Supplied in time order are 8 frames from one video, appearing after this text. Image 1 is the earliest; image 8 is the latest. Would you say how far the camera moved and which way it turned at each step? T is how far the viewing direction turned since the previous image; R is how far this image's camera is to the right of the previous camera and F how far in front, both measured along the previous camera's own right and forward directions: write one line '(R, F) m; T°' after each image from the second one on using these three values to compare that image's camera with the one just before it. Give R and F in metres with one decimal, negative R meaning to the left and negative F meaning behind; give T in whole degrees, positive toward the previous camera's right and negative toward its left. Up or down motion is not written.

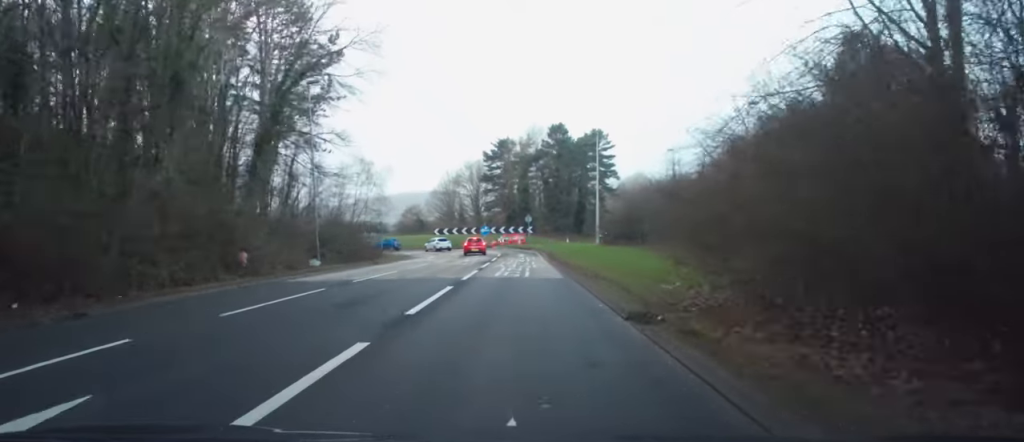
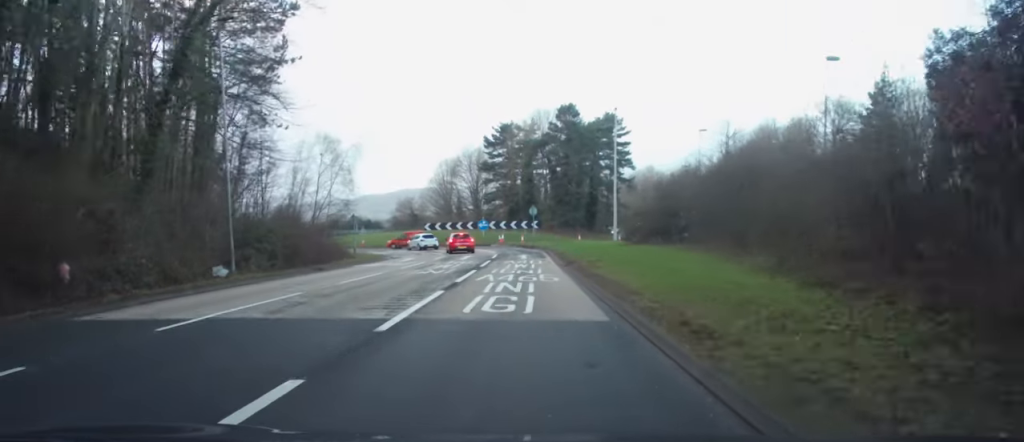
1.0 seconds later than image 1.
(-0.4, +11.0) m; -1°
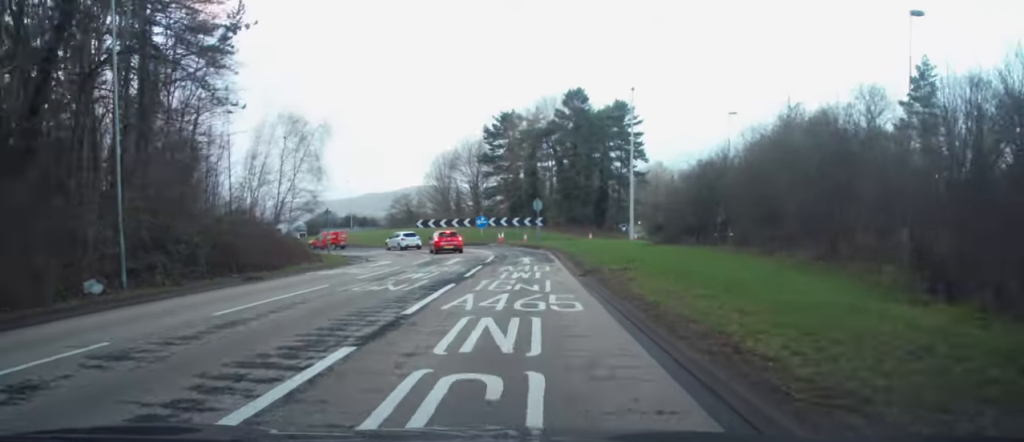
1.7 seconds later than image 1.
(+0.2, +7.5) m; +1°
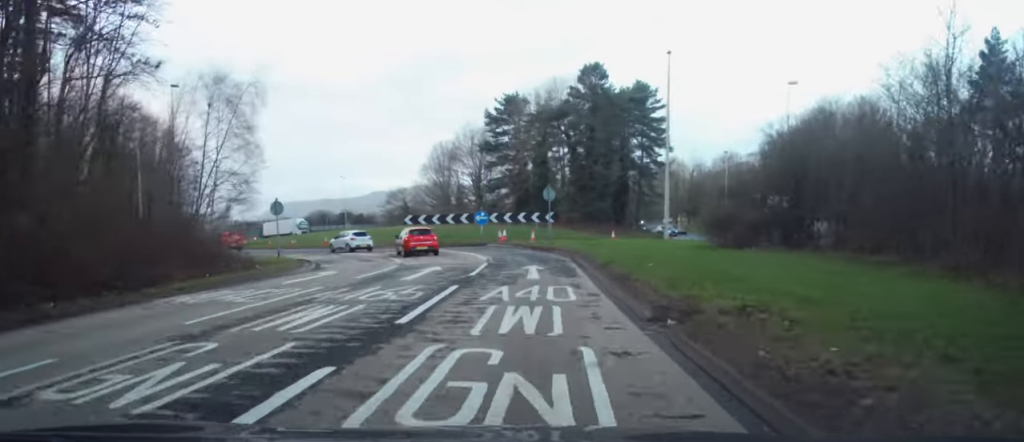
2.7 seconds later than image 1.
(0.0, +10.4) m; 0°
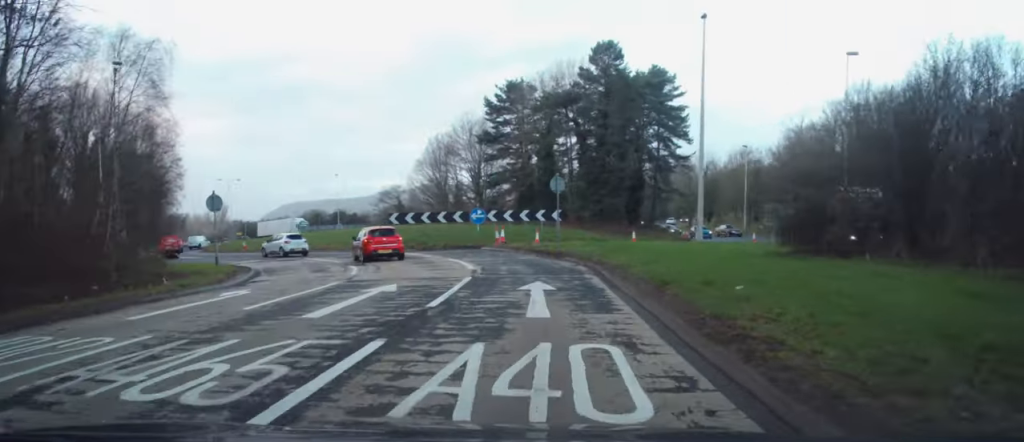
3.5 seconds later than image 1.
(0.0, +7.6) m; 0°
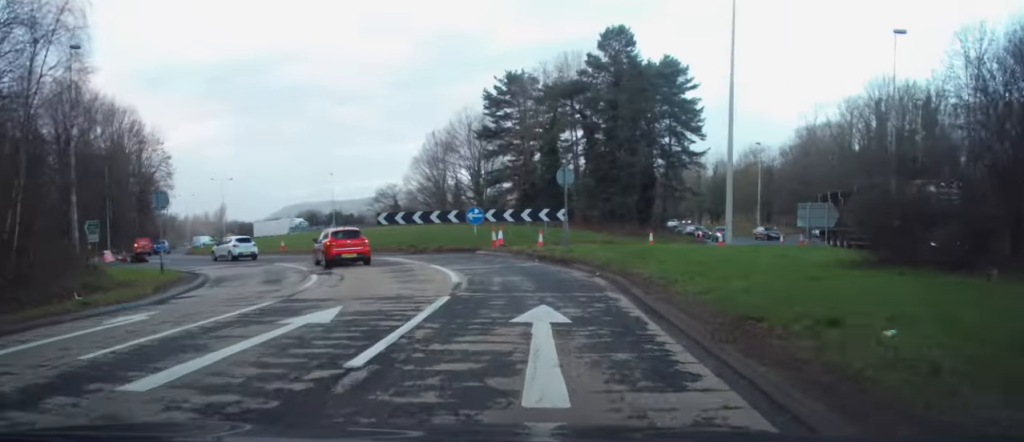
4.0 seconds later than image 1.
(0.0, +4.6) m; -1°
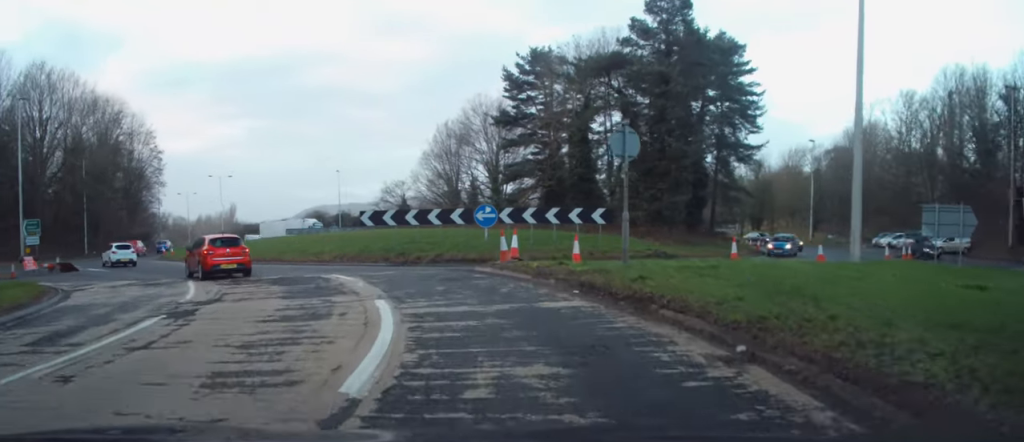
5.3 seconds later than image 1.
(-0.4, +10.2) m; -7°
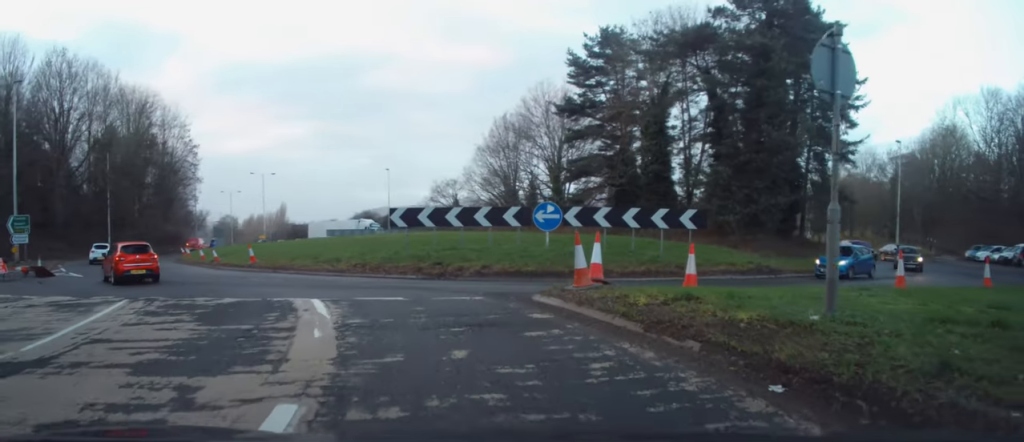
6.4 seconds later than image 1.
(-0.4, +7.0) m; -4°
